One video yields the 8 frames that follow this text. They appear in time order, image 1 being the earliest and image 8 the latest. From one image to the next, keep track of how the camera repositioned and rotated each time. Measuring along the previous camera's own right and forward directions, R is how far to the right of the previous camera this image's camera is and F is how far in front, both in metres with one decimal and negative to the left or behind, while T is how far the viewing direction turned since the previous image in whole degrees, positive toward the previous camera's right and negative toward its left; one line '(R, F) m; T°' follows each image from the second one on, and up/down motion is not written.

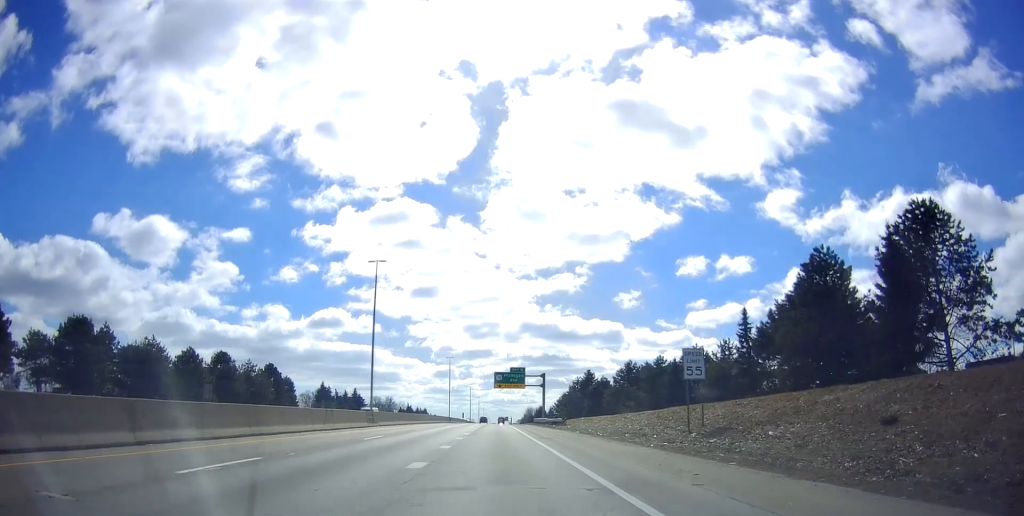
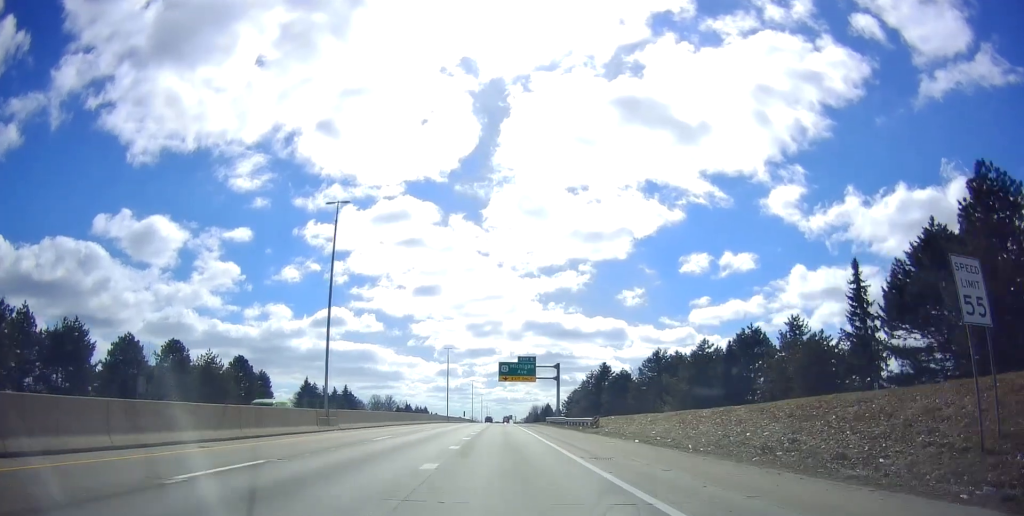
(+0.3, +15.1) m; 0°
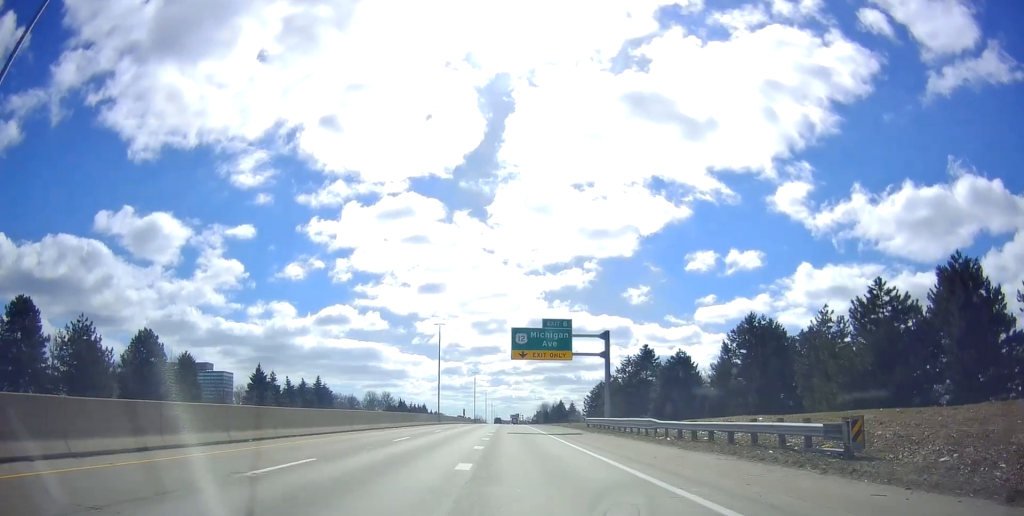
(-0.4, +29.3) m; -2°
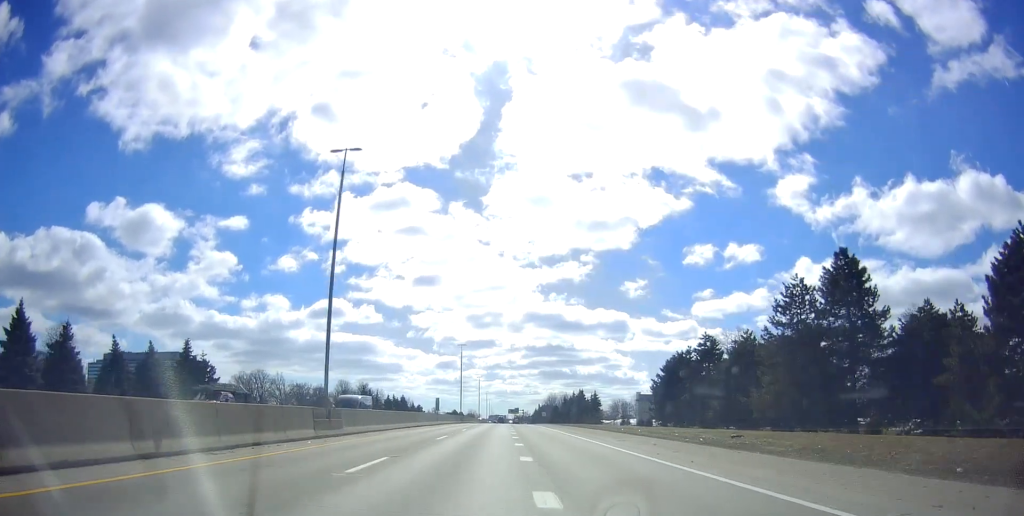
(-0.8, +55.0) m; +1°
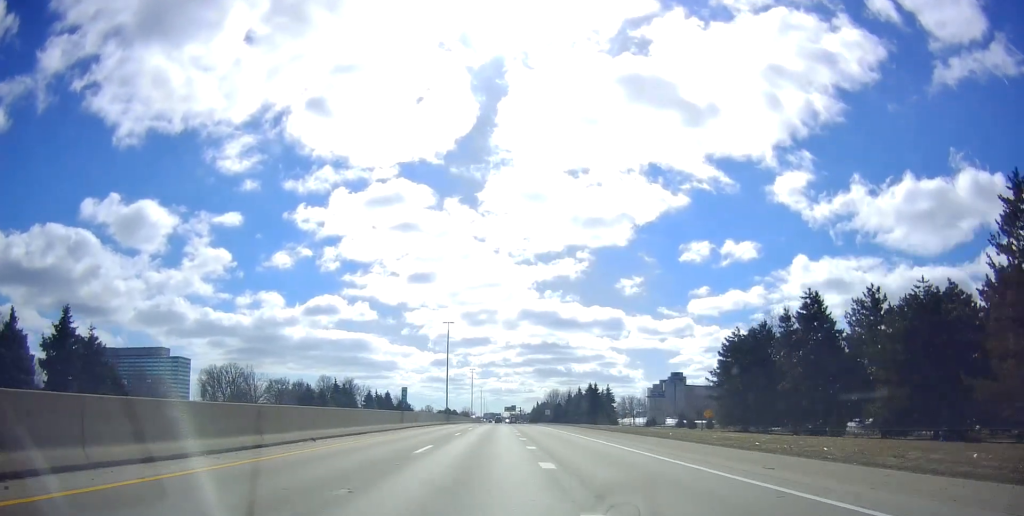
(+0.6, +24.2) m; +1°
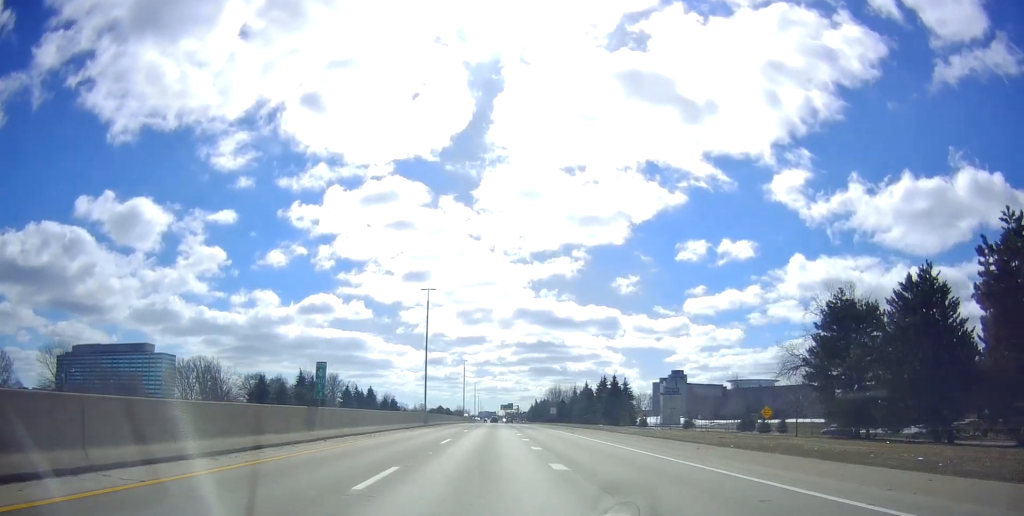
(-0.1, +22.5) m; 0°
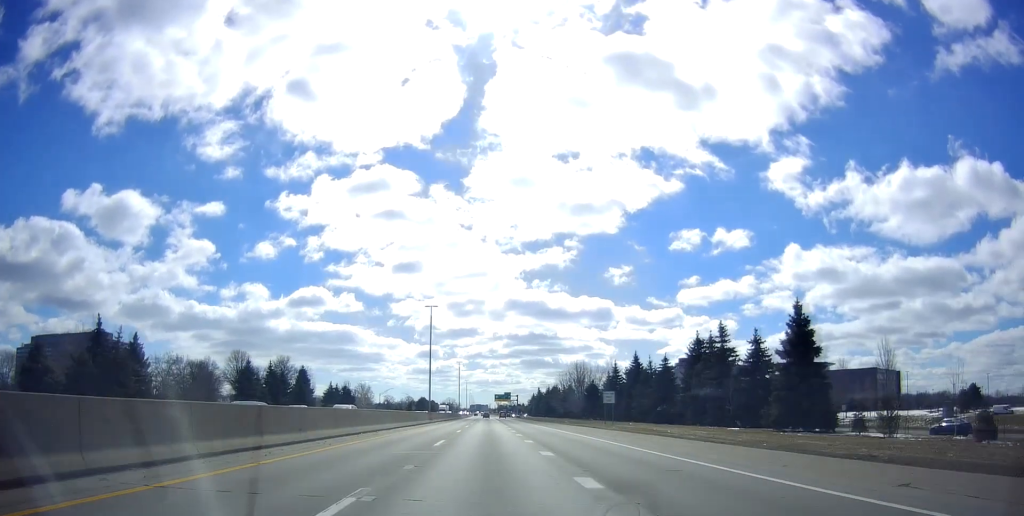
(+0.5, +62.8) m; +1°
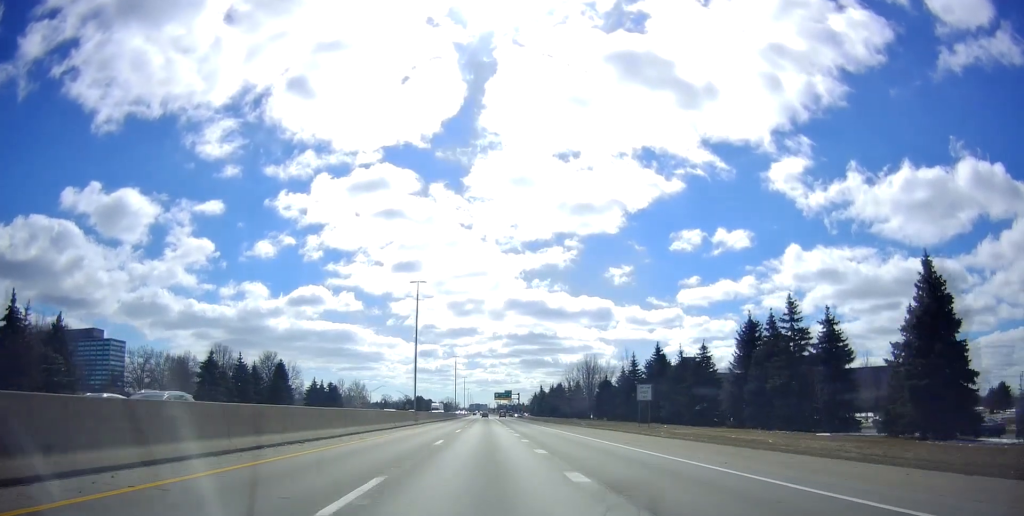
(0.0, +13.7) m; 0°
